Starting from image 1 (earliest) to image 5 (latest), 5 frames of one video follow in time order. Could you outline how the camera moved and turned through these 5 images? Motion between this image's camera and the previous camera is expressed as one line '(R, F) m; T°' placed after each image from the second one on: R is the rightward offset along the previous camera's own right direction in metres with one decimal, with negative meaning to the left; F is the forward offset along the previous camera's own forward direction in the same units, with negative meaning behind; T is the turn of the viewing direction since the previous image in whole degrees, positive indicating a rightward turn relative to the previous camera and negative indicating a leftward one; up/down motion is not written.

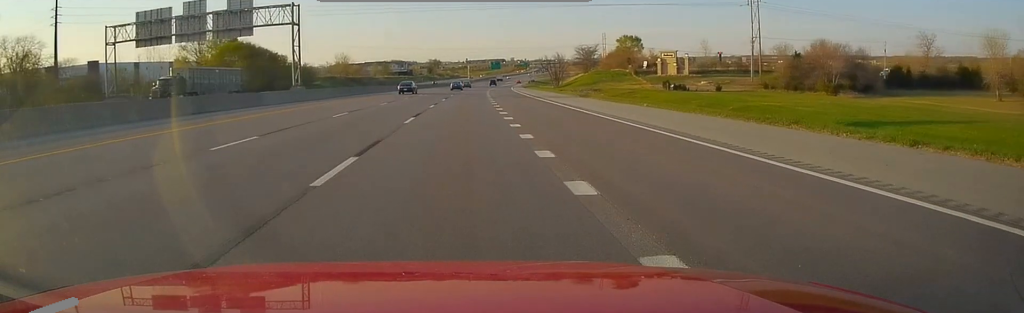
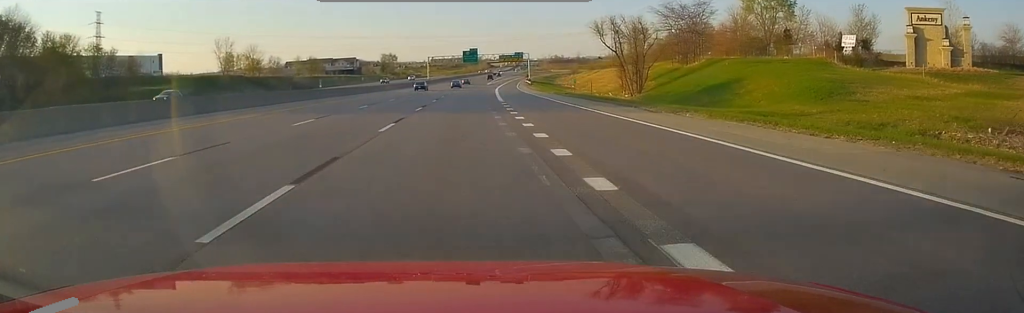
(+3.6, +101.2) m; +3°
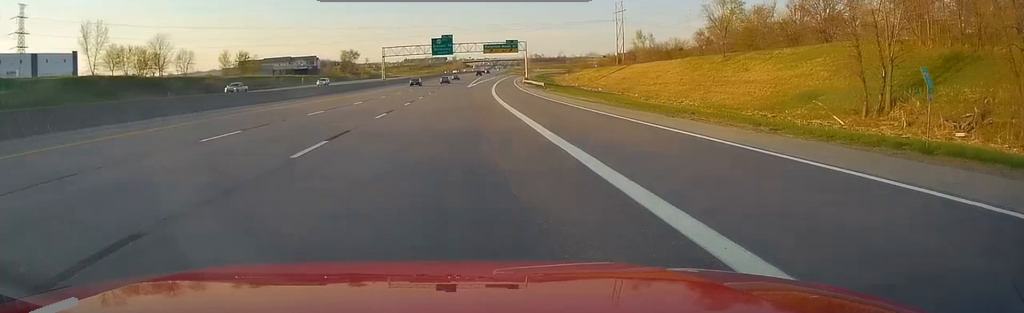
(+0.5, +54.9) m; +2°
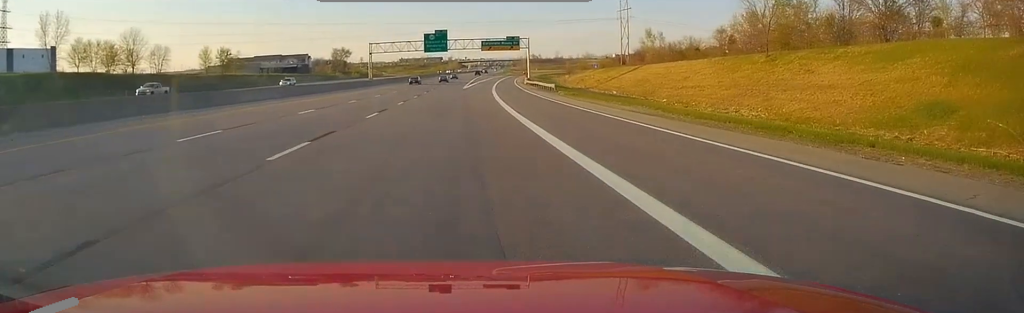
(-0.1, +12.4) m; +1°
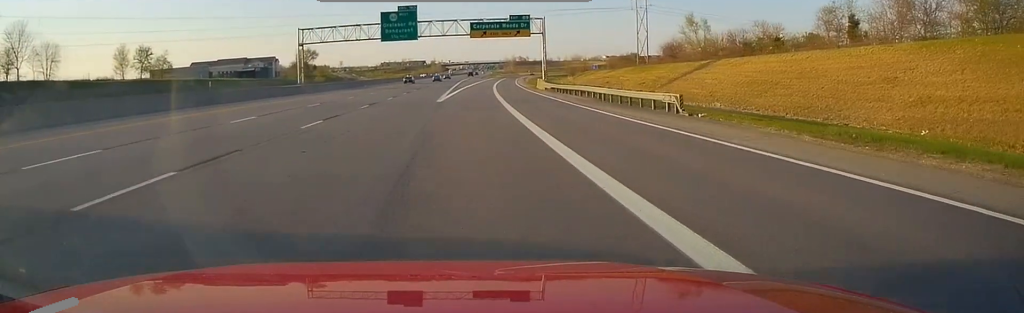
(+1.6, +41.5) m; +3°
